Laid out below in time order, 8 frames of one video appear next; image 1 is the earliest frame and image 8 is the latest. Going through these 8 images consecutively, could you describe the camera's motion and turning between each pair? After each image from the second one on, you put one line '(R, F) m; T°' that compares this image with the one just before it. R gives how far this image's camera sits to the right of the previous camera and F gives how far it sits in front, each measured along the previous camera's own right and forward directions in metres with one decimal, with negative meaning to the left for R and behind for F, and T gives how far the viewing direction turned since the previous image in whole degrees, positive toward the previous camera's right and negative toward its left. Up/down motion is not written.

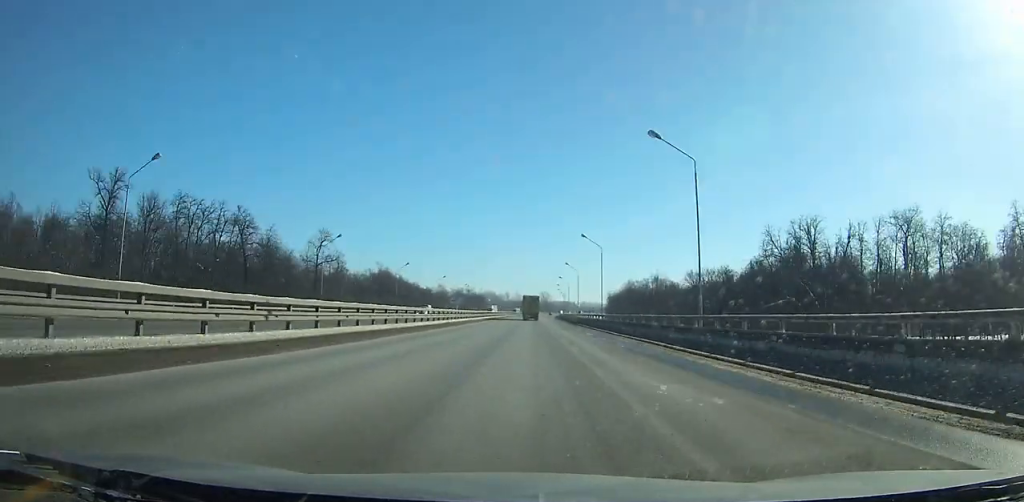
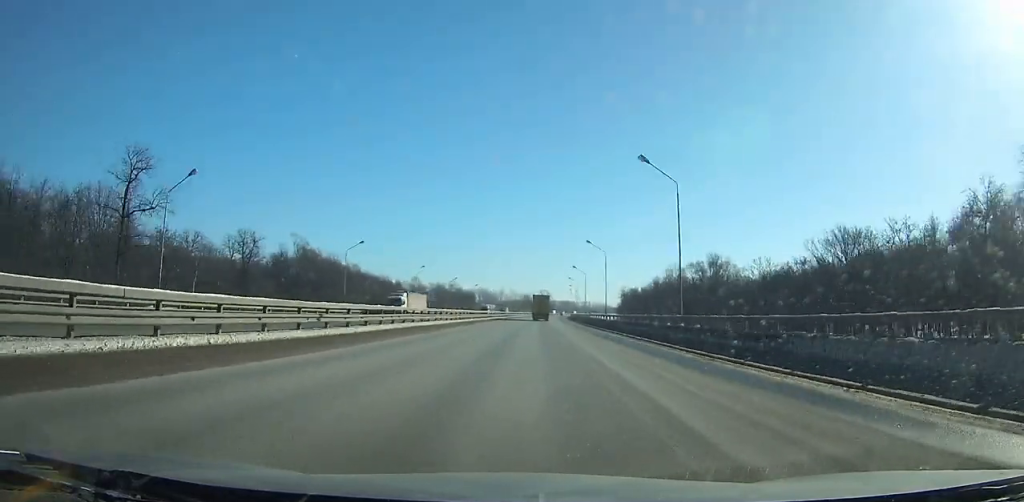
(-0.1, +74.4) m; 0°
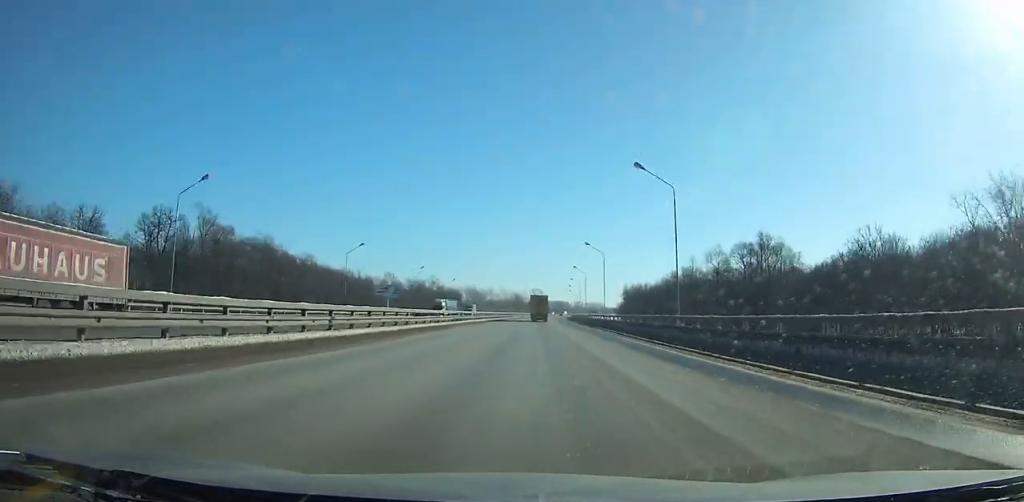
(+0.1, +38.6) m; 0°
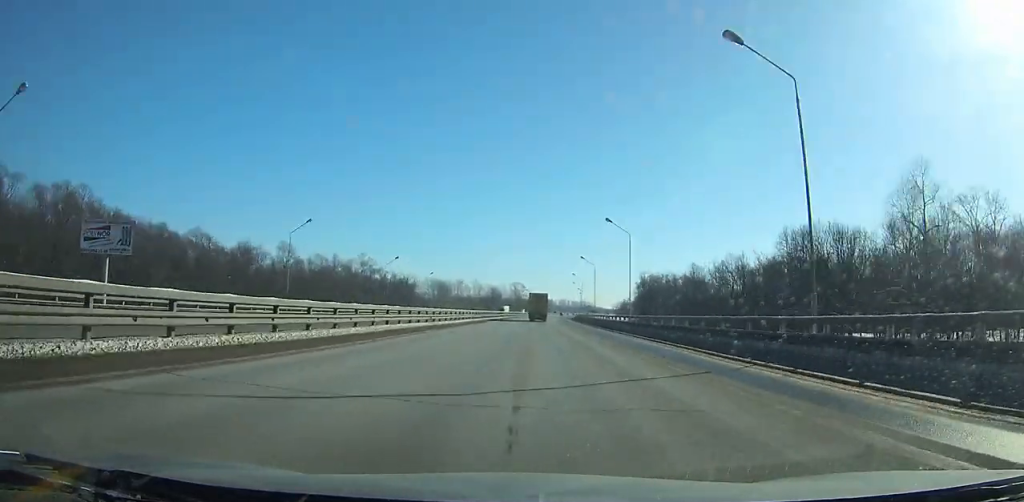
(+0.8, +94.9) m; +1°
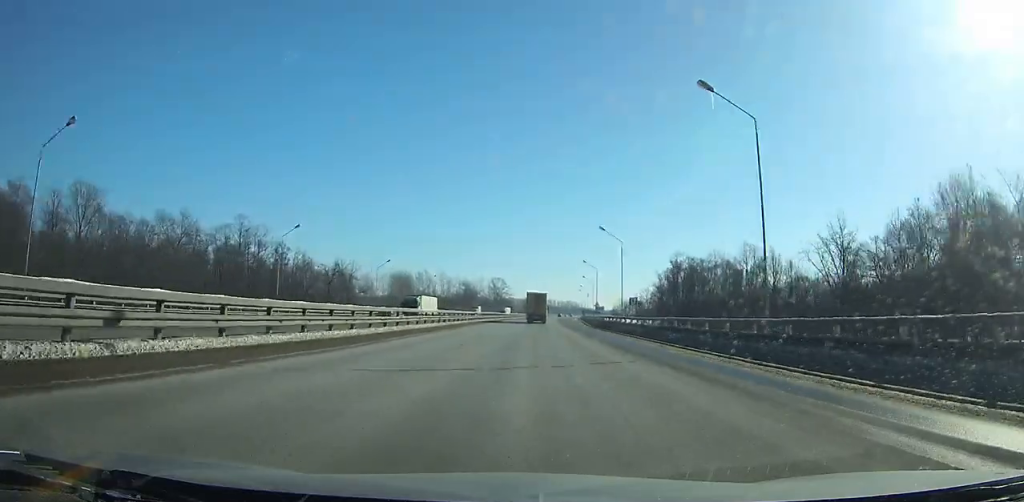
(+0.8, +73.9) m; +2°
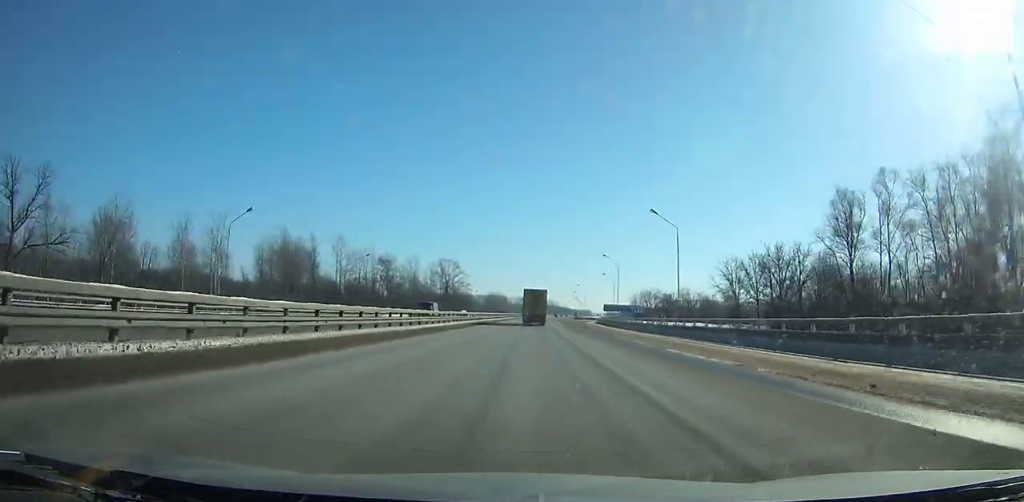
(+4.5, +127.8) m; +3°
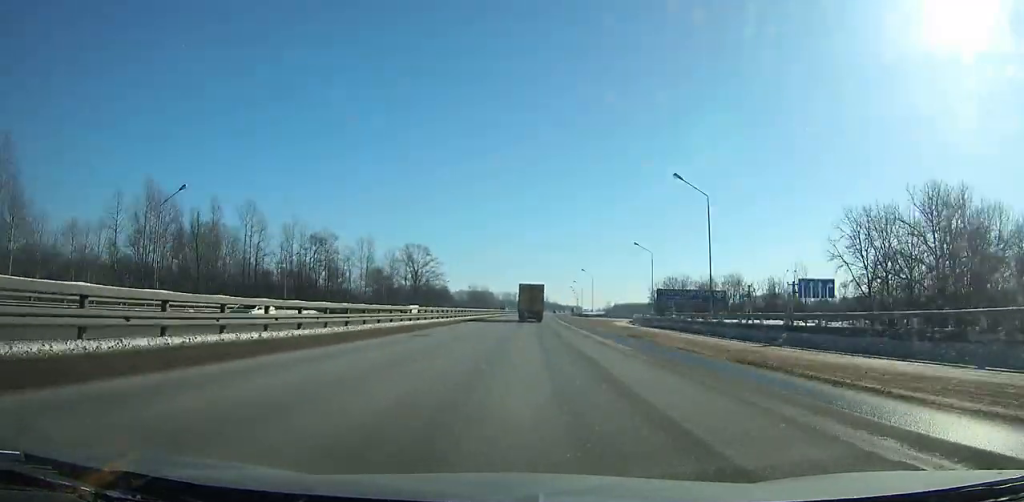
(+0.5, +50.9) m; +1°
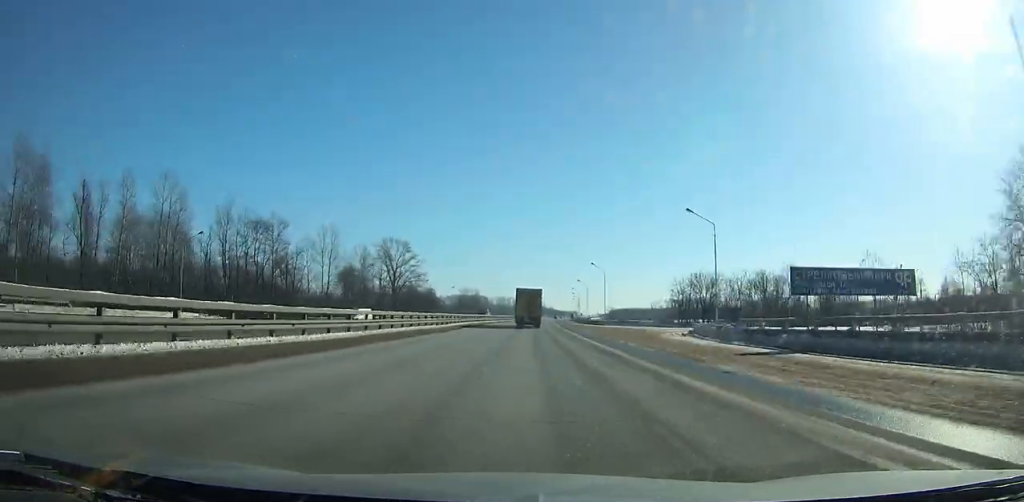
(+0.2, +28.9) m; 0°
